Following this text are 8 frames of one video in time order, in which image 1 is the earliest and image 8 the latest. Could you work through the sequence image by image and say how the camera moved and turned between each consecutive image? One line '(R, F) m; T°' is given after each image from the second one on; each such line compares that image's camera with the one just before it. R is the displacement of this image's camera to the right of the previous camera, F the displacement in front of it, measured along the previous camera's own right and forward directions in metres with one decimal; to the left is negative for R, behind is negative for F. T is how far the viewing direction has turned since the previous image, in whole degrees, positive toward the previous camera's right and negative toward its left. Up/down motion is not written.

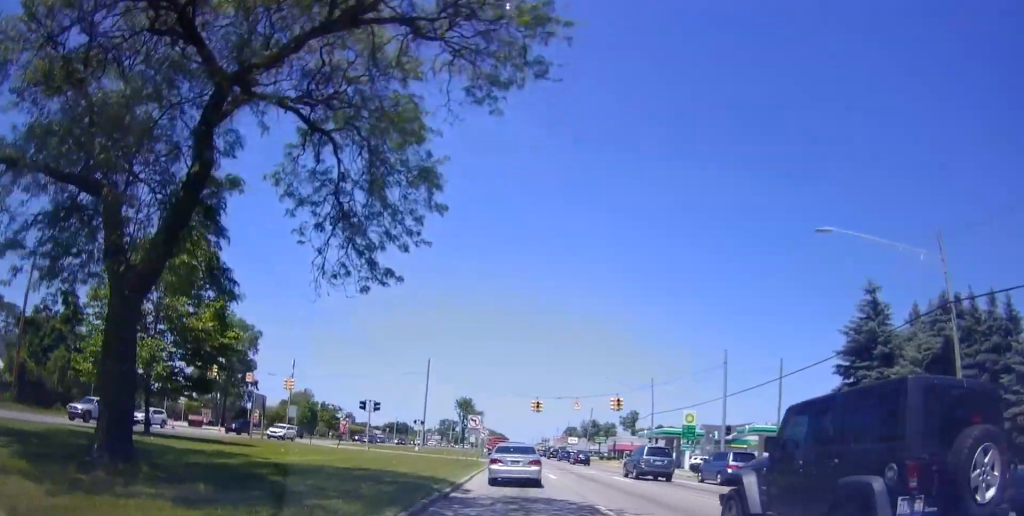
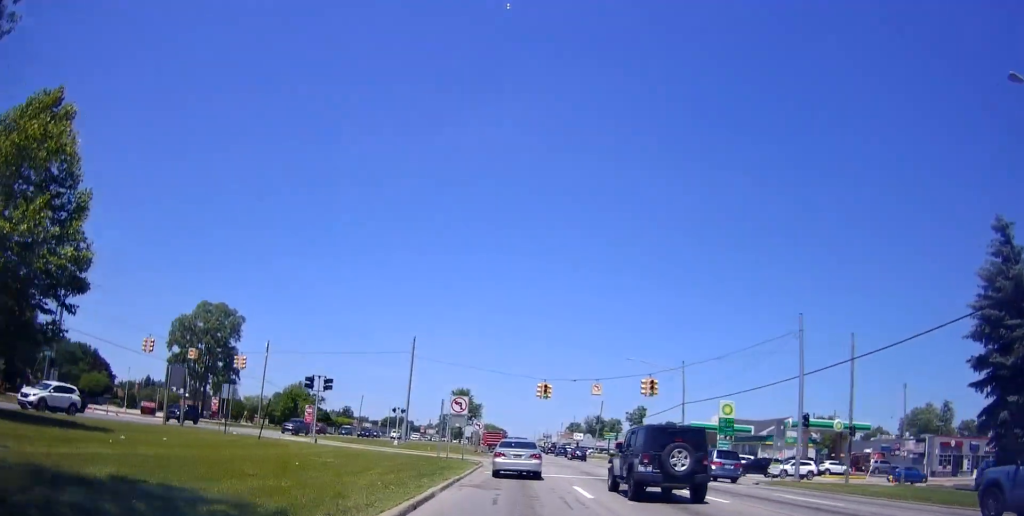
(-0.5, +10.7) m; -5°
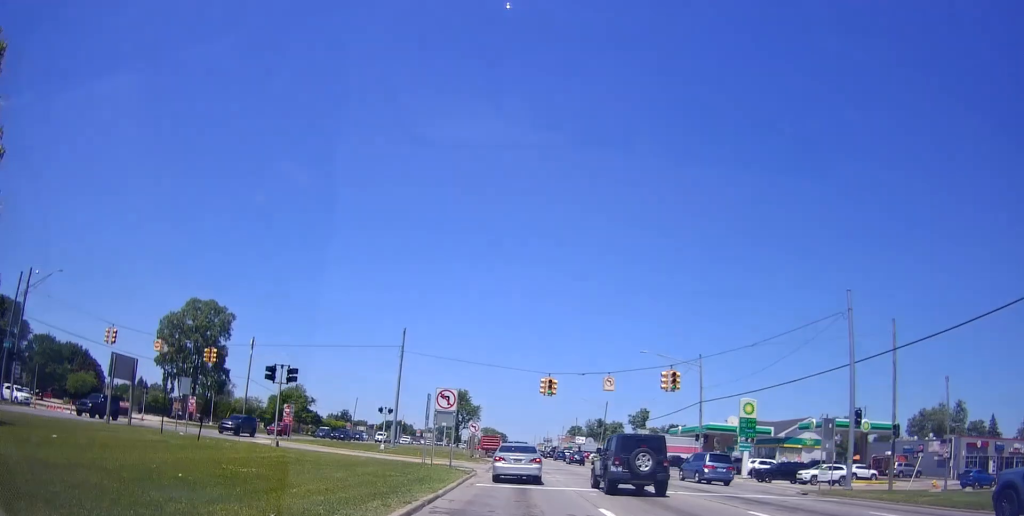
(-0.4, +4.9) m; 0°
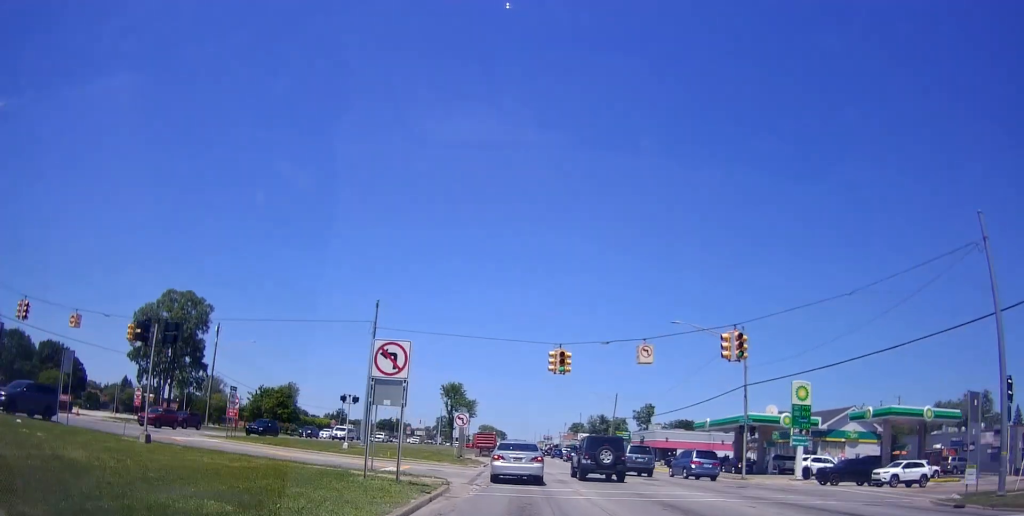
(+0.5, +9.9) m; +4°
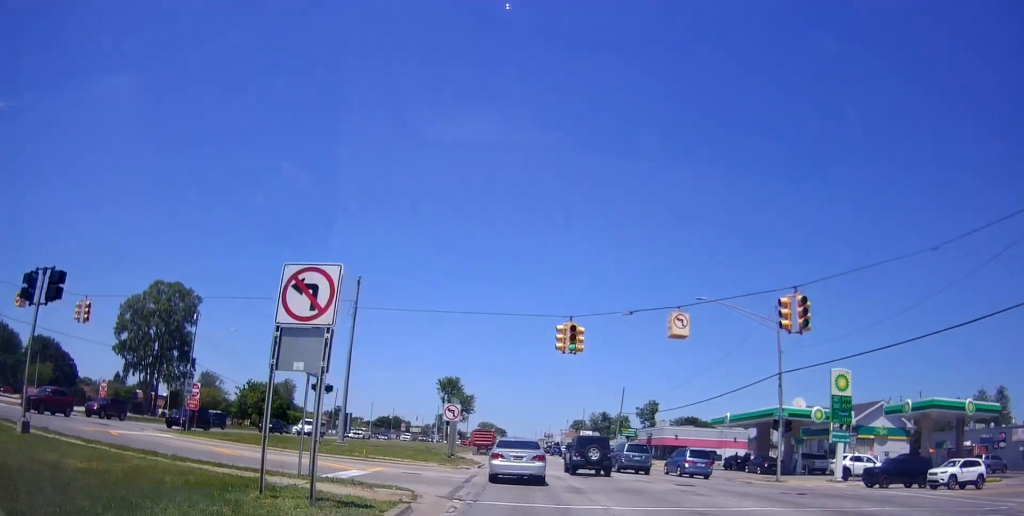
(+0.1, +5.4) m; +1°
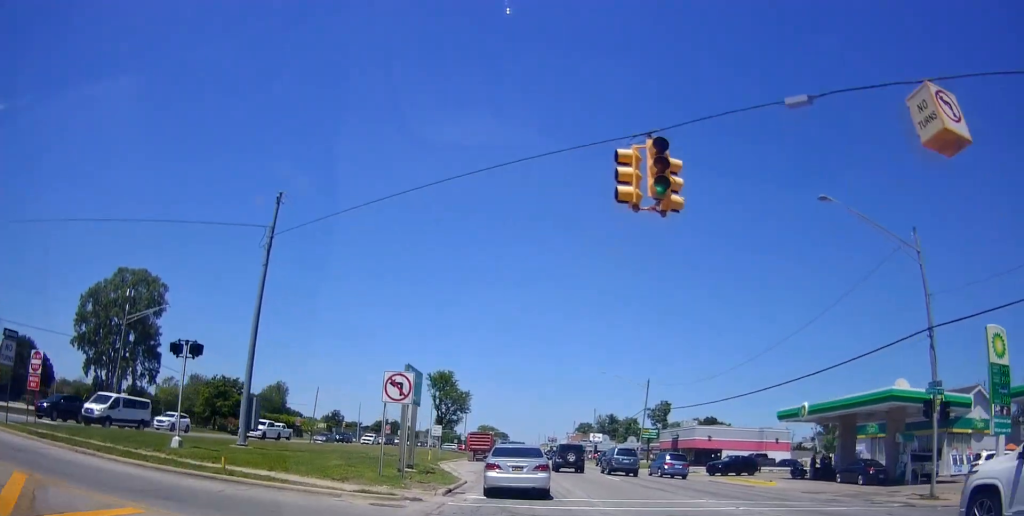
(0.0, +15.5) m; 0°
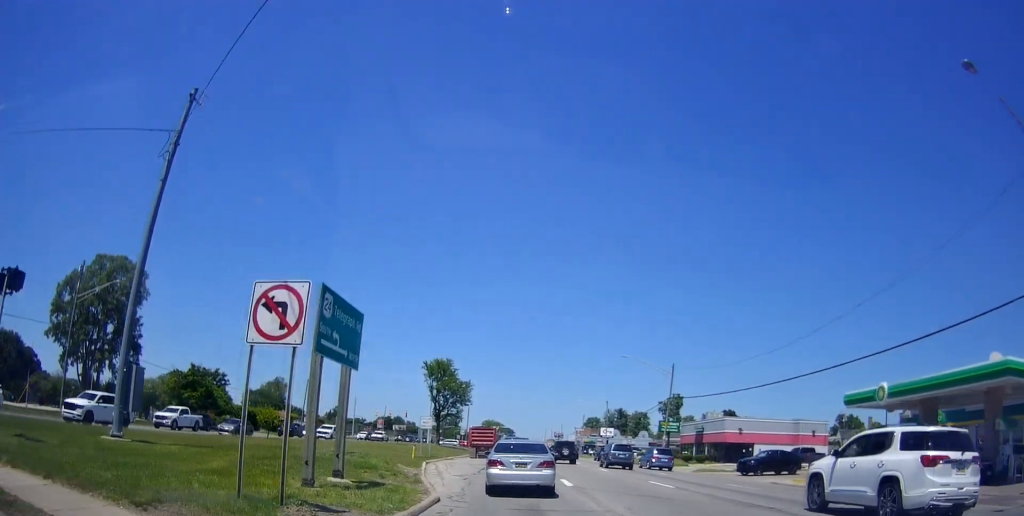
(0.0, +10.1) m; -2°
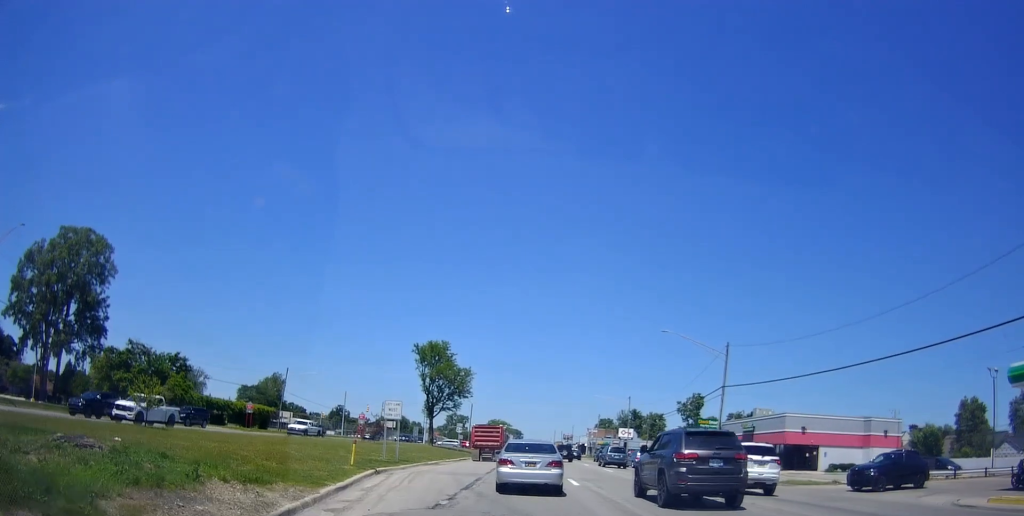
(-0.4, +15.1) m; 0°
